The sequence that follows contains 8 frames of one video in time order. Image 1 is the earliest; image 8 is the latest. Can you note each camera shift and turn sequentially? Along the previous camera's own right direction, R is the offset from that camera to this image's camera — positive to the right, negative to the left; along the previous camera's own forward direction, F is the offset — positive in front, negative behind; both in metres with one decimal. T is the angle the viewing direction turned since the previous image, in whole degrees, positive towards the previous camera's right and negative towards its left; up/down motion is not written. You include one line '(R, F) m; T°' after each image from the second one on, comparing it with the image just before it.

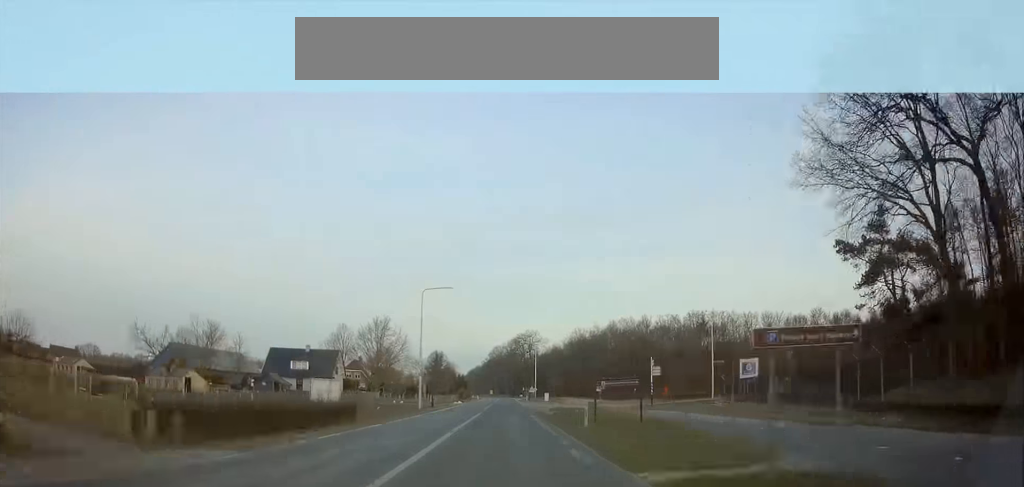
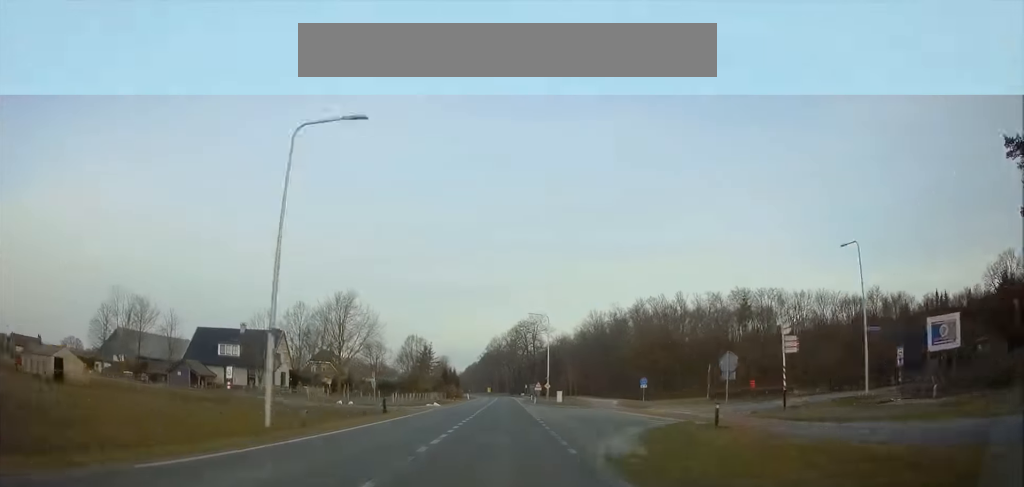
(0.0, +25.5) m; 0°
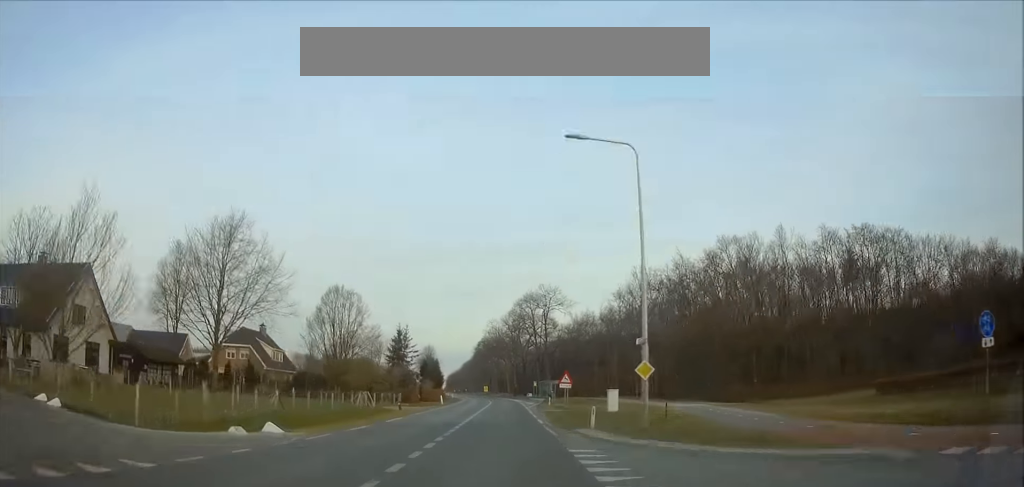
(0.0, +38.2) m; -1°
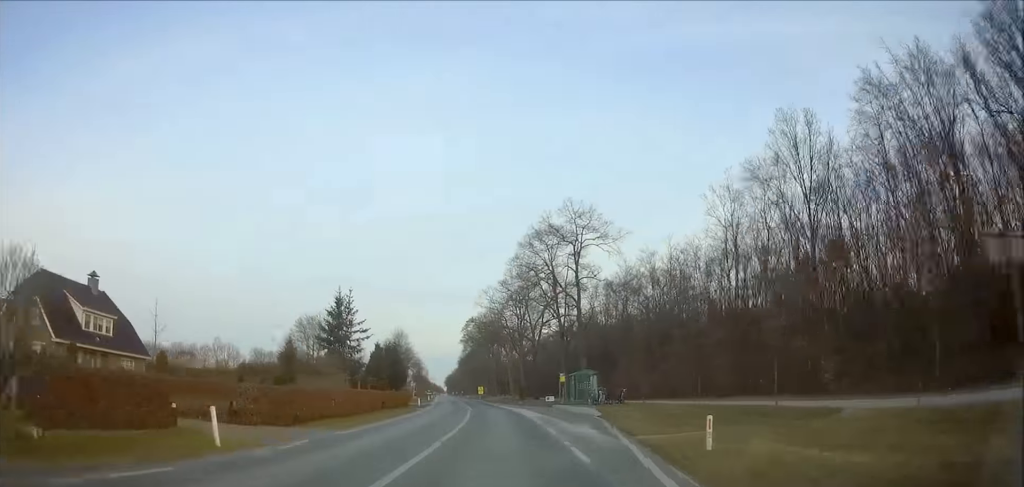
(-0.5, +43.0) m; -1°
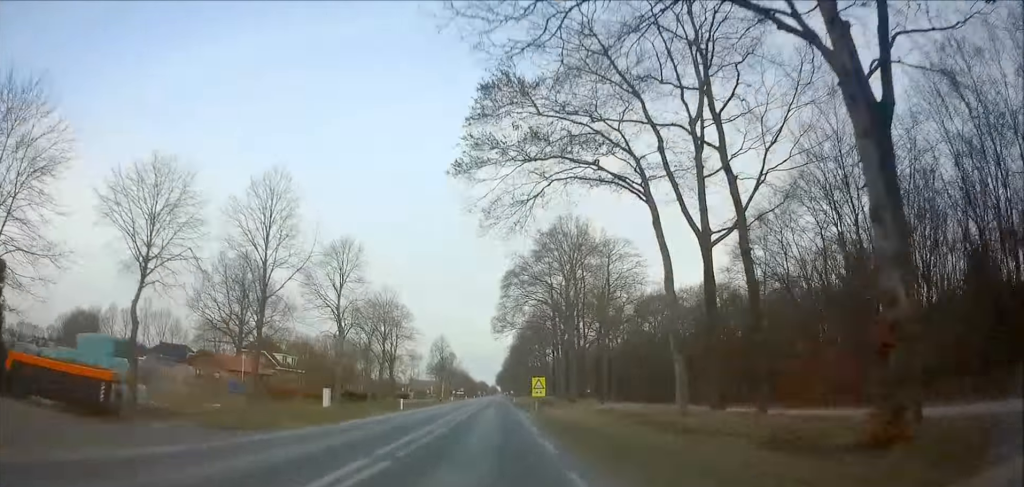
(-0.9, +70.0) m; -2°
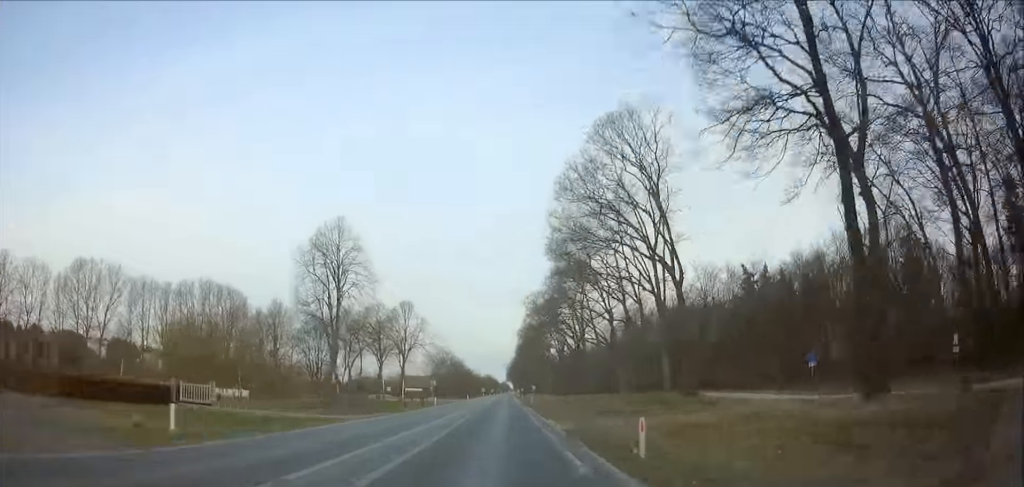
(-2.5, +81.2) m; -2°
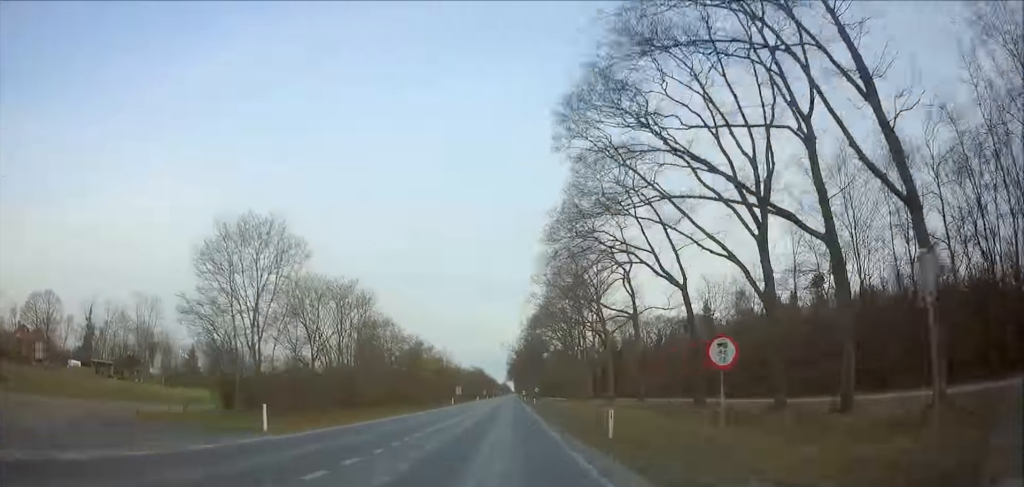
(-0.3, +90.8) m; 0°
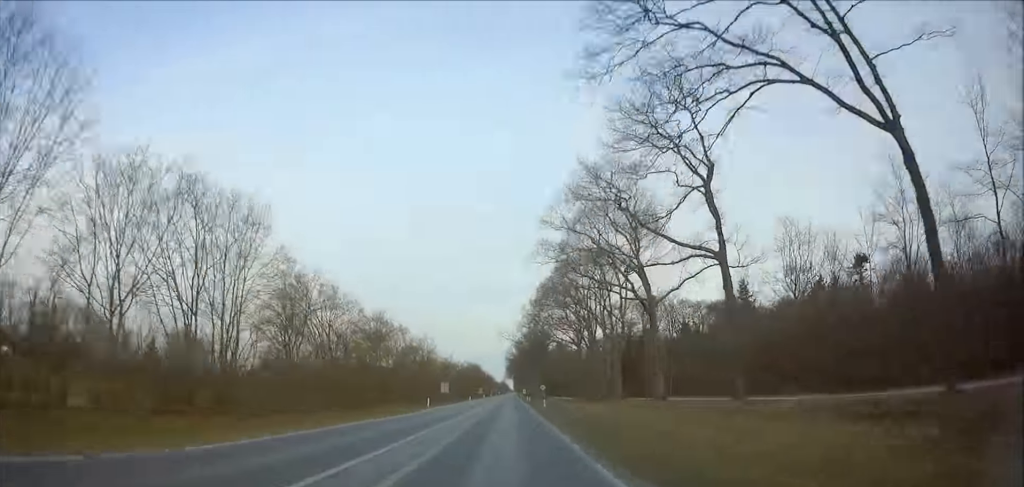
(0.0, +20.7) m; 0°
